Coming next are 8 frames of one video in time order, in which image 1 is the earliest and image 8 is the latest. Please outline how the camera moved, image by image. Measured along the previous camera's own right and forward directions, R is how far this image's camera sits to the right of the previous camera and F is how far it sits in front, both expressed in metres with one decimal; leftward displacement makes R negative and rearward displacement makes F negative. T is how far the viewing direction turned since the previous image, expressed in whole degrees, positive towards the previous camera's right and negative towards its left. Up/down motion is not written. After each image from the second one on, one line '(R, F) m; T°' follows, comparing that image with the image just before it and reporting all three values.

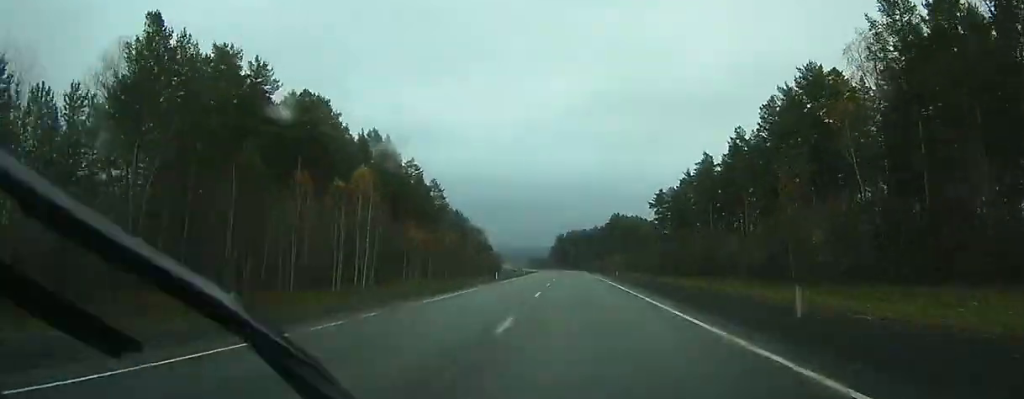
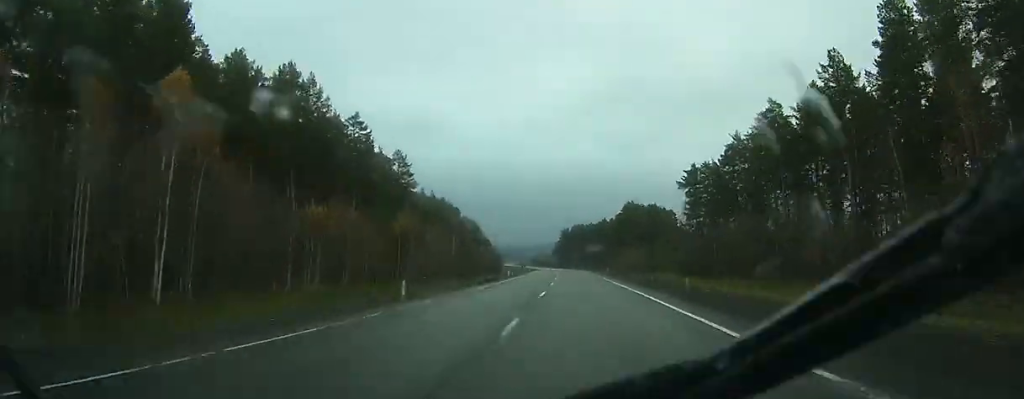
(-0.3, +36.7) m; -1°
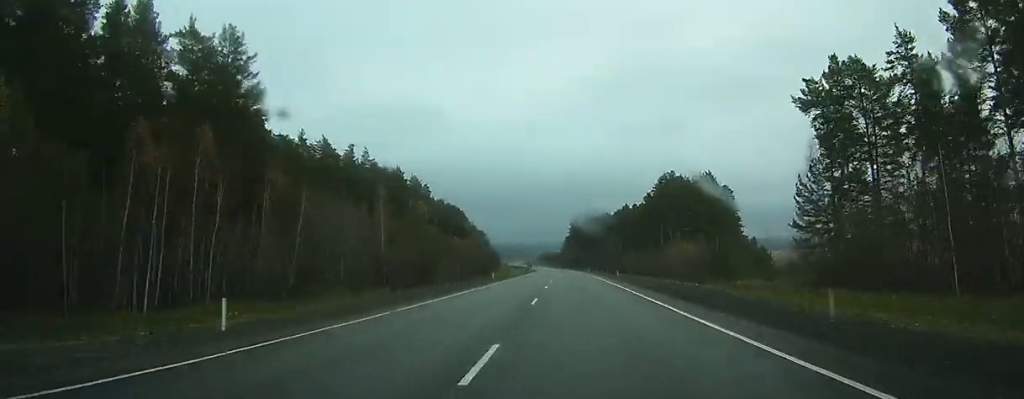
(-0.5, +64.9) m; -1°
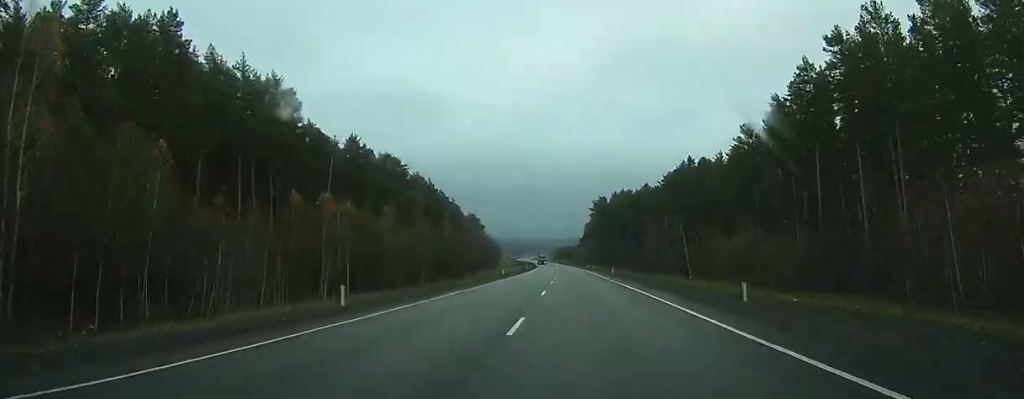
(-1.3, +93.0) m; -2°
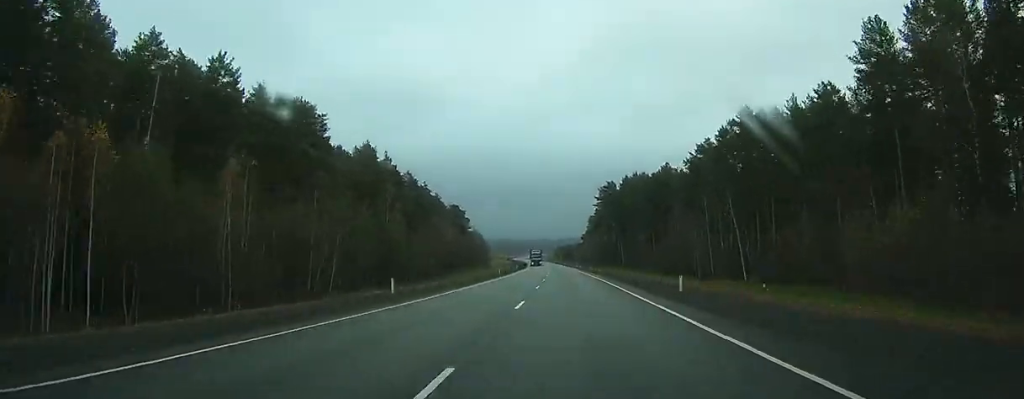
(-0.3, +42.6) m; -1°
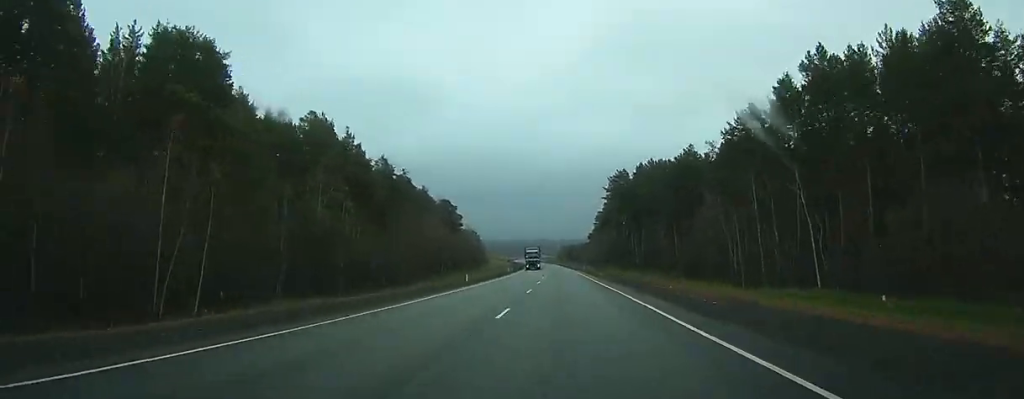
(0.0, +26.3) m; 0°
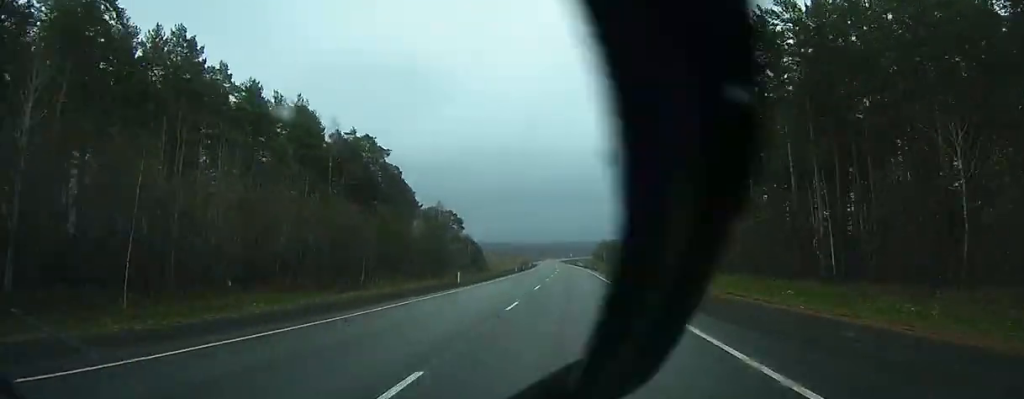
(-2.1, +105.6) m; -2°
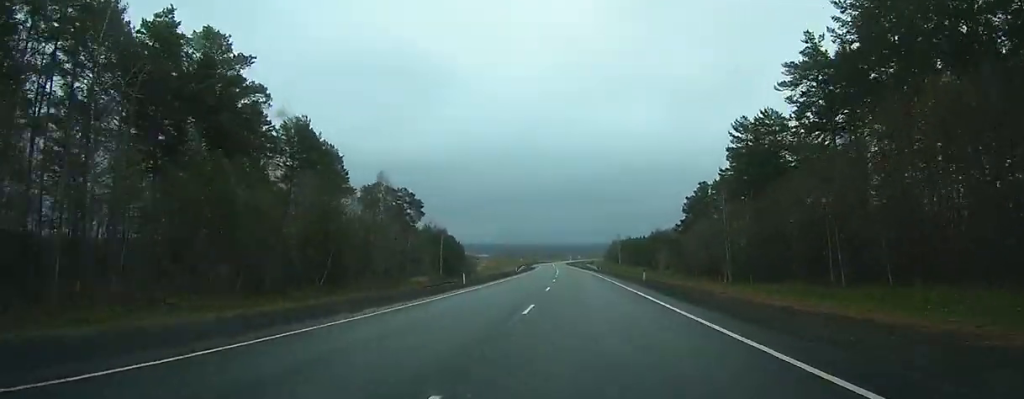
(-0.5, +48.6) m; -1°
